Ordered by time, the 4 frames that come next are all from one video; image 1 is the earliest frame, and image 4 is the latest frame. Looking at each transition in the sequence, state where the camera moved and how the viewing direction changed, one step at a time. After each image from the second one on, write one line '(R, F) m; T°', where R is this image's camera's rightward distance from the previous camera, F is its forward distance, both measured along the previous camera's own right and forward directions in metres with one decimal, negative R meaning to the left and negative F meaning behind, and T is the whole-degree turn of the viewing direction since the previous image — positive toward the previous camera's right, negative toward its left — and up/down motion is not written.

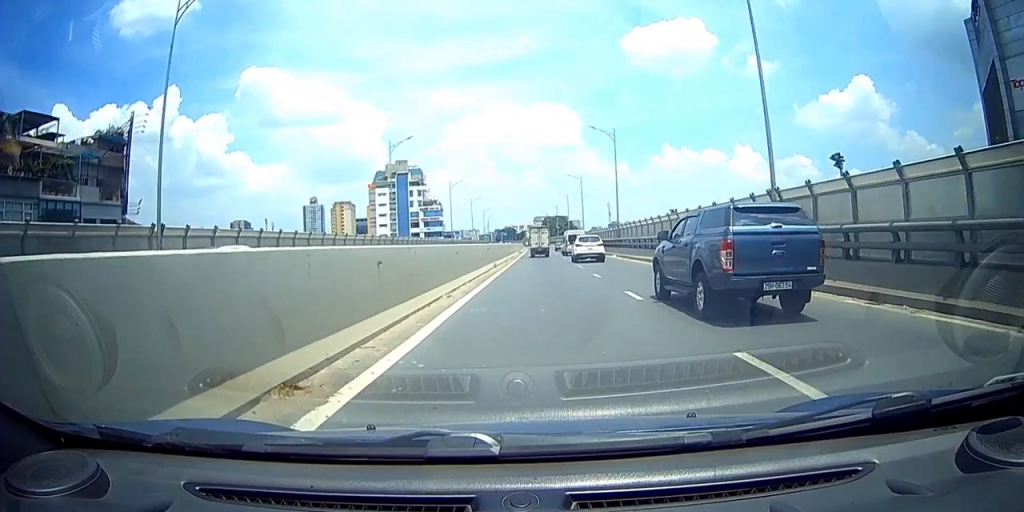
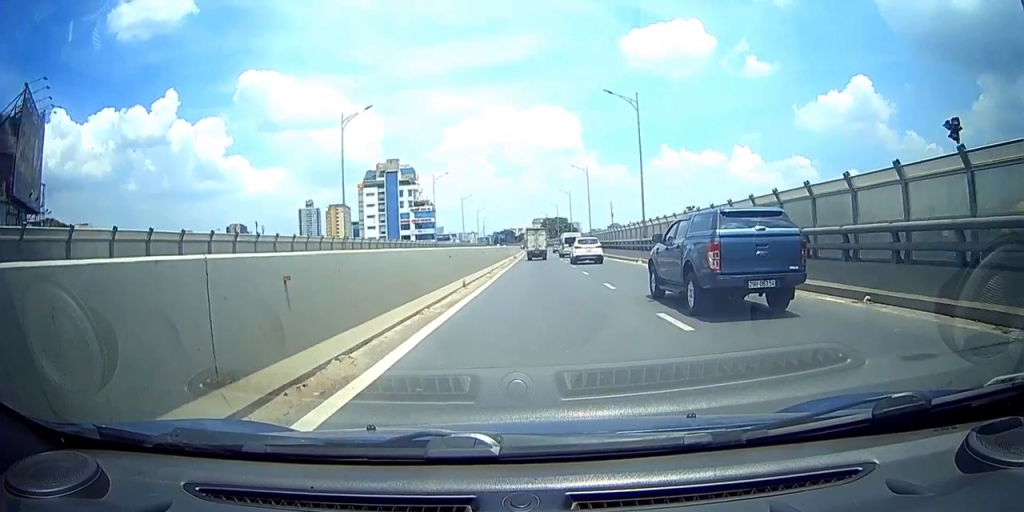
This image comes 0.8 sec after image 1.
(+0.3, +10.8) m; +2°
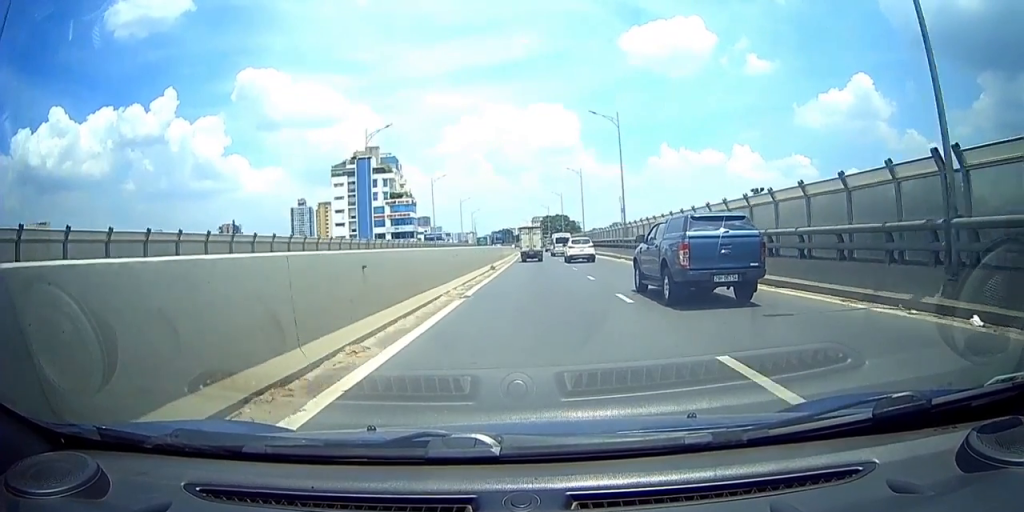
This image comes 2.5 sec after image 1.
(+0.1, +25.0) m; -1°
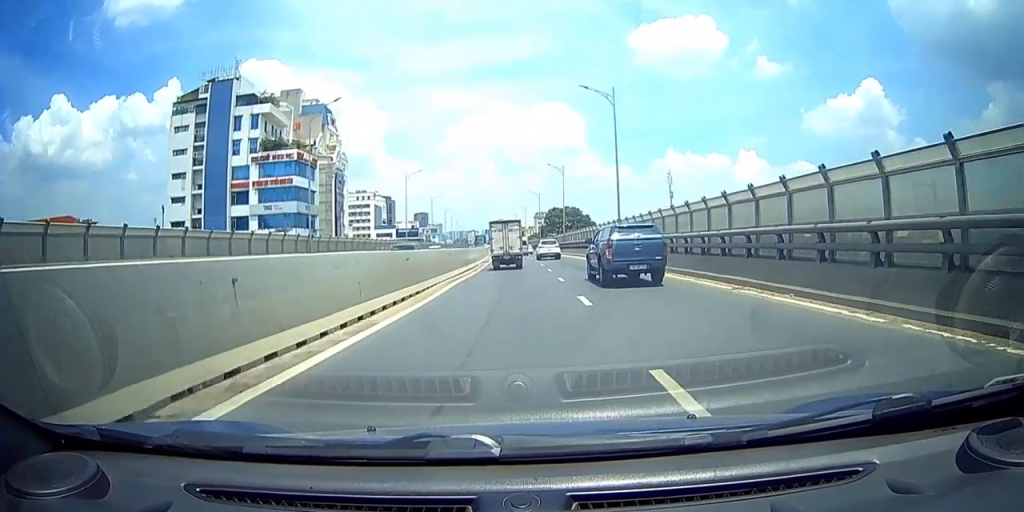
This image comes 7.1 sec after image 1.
(-1.3, +73.3) m; 0°
